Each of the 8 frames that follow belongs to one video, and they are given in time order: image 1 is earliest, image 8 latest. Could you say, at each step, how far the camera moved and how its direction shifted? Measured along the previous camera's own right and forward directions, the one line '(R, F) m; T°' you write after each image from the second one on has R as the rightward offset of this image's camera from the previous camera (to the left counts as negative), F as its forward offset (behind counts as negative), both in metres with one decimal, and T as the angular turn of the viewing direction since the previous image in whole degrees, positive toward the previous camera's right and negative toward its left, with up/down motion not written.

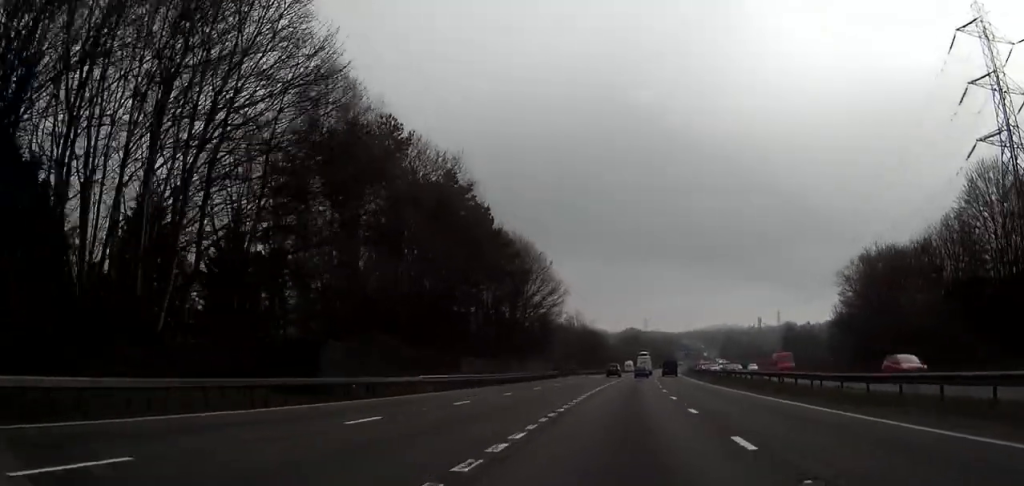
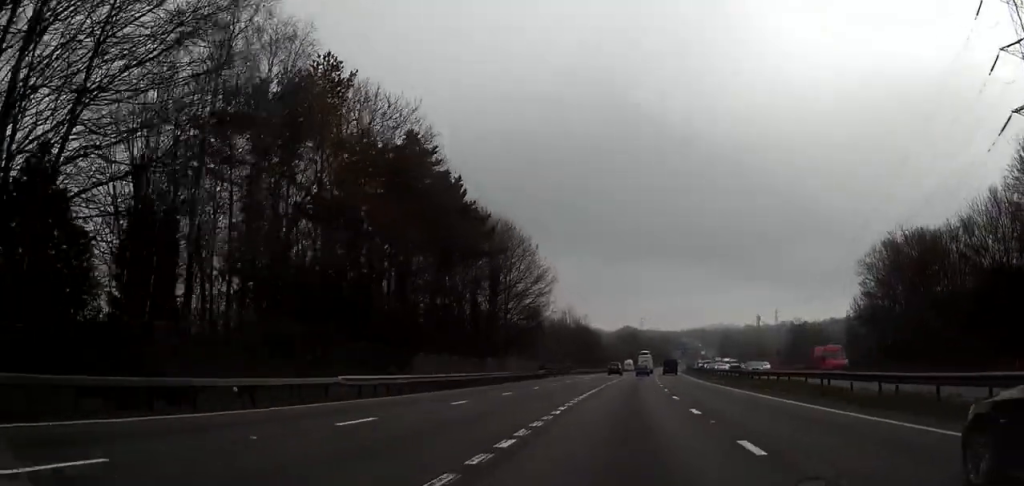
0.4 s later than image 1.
(0.0, +9.5) m; 0°
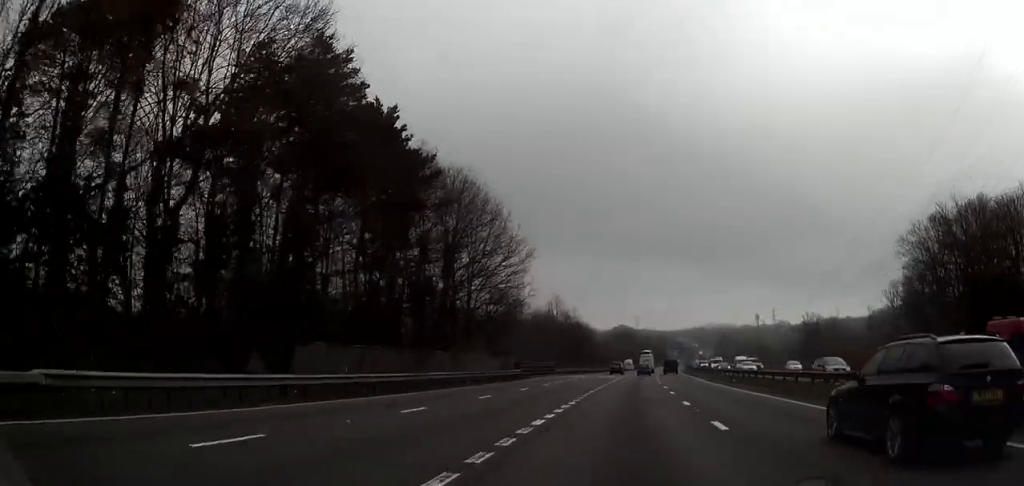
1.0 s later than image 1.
(0.0, +14.2) m; 0°
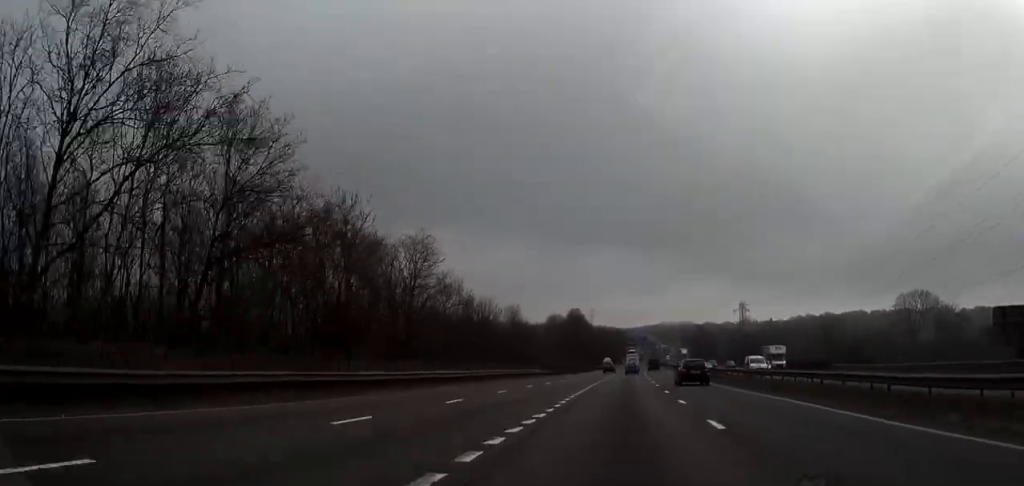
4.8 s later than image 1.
(+3.2, +90.4) m; +4°
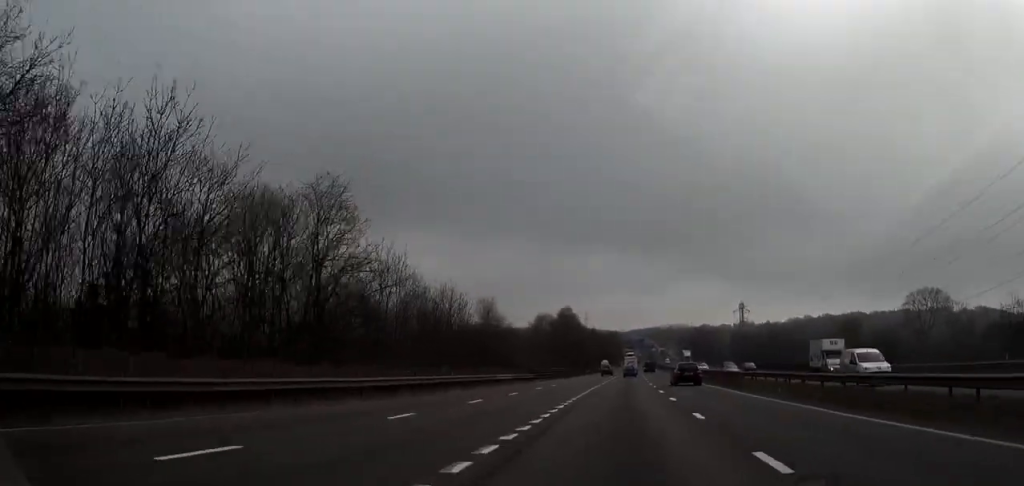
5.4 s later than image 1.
(+0.1, +14.4) m; +1°
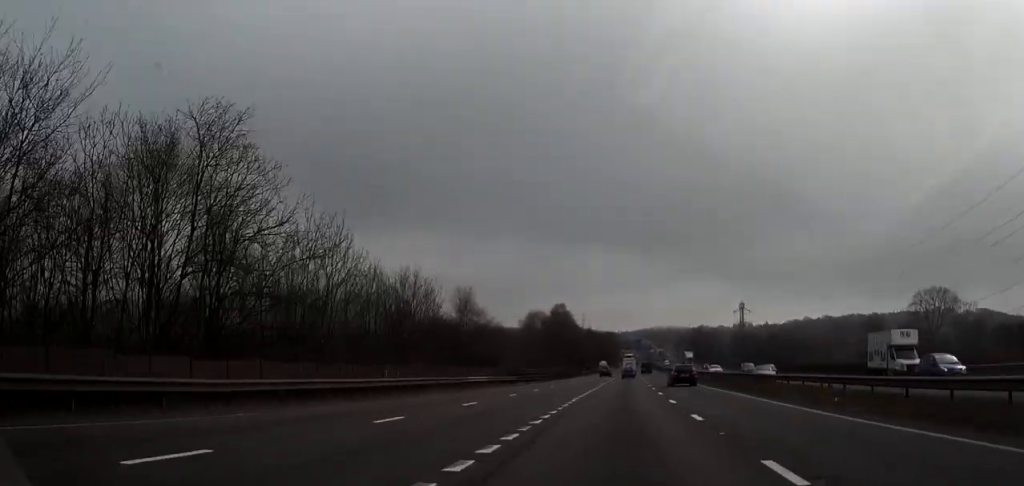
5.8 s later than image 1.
(0.0, +9.7) m; 0°
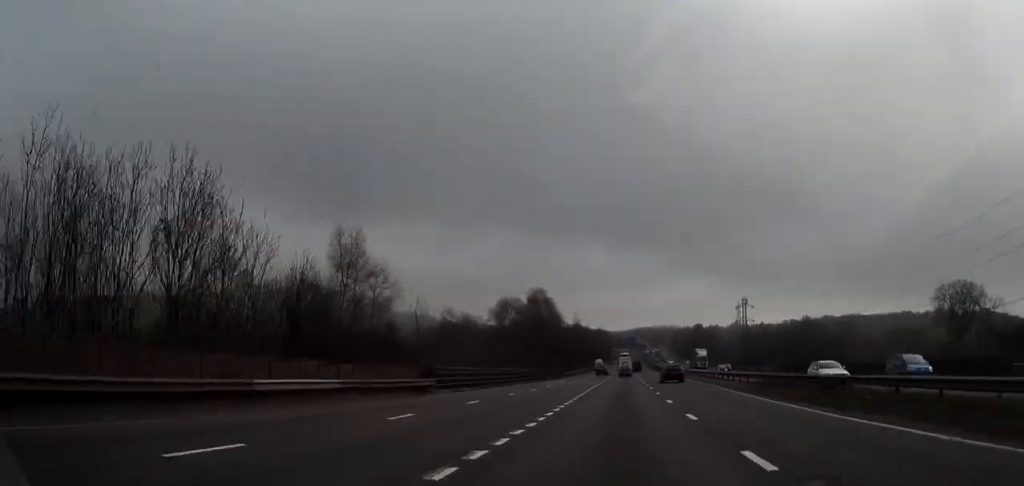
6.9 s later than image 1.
(+0.2, +26.7) m; +1°
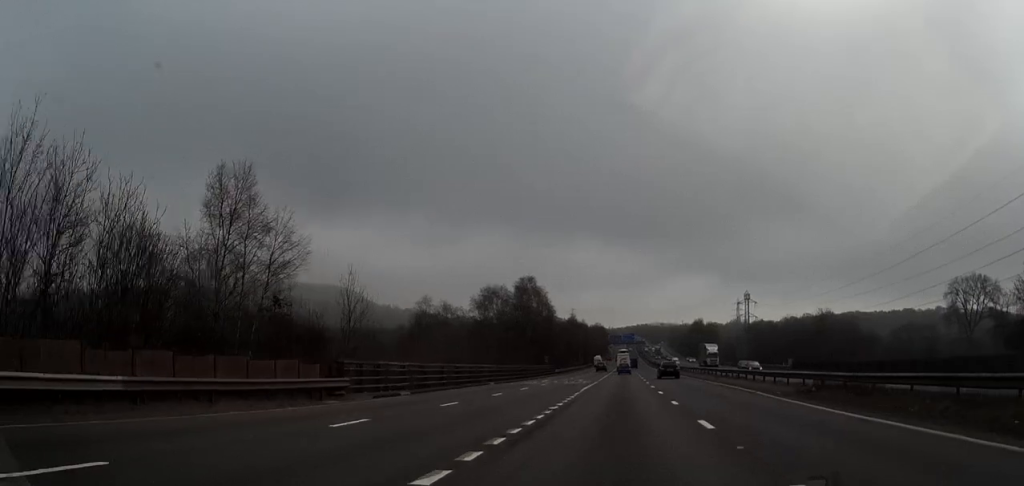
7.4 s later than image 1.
(0.0, +12.2) m; 0°
